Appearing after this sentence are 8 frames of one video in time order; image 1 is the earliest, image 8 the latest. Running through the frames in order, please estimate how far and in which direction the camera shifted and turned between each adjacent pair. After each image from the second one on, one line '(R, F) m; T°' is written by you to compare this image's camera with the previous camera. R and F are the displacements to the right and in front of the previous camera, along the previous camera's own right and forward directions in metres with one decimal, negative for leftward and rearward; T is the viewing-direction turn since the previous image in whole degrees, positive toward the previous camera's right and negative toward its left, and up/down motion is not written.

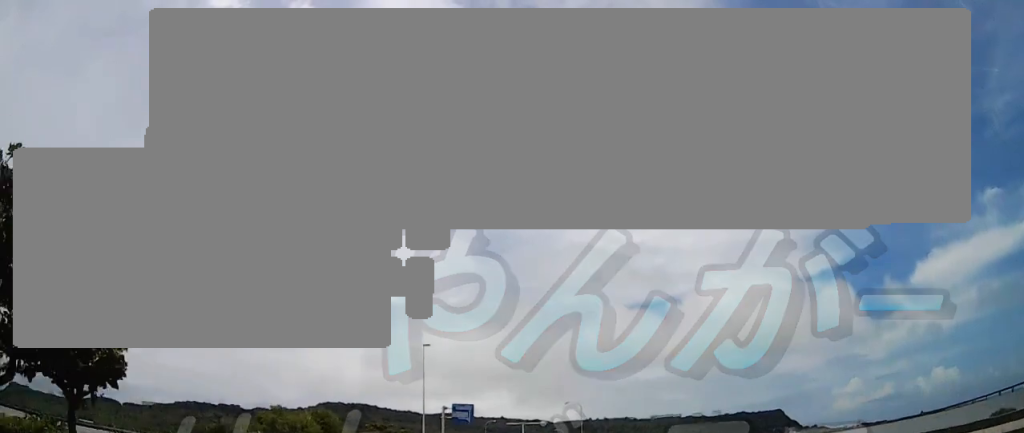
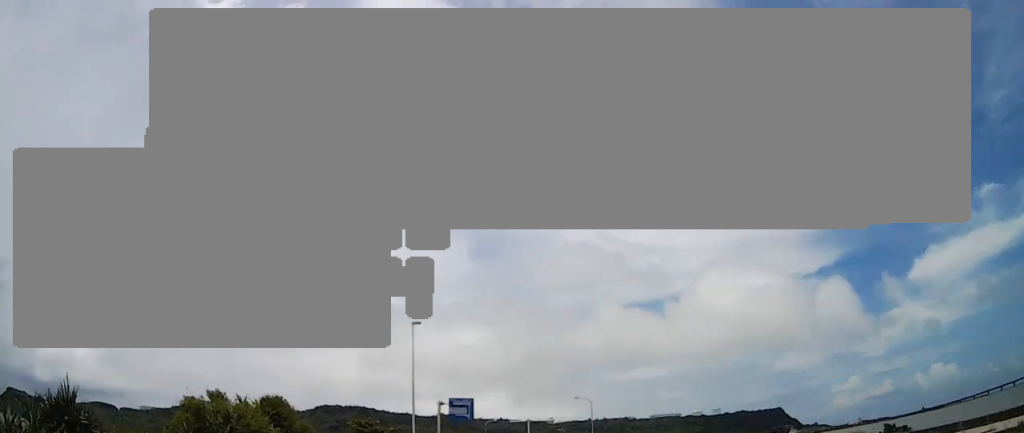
(-0.2, +10.0) m; +2°
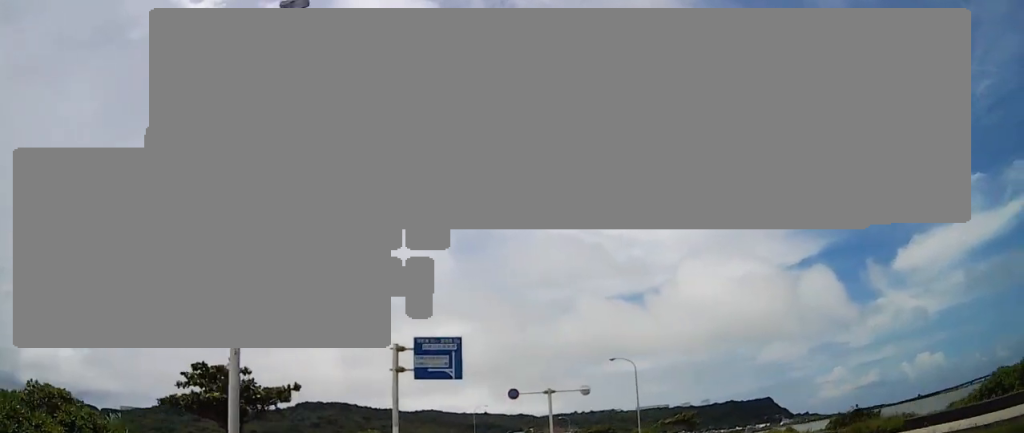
(+0.7, +31.9) m; +1°
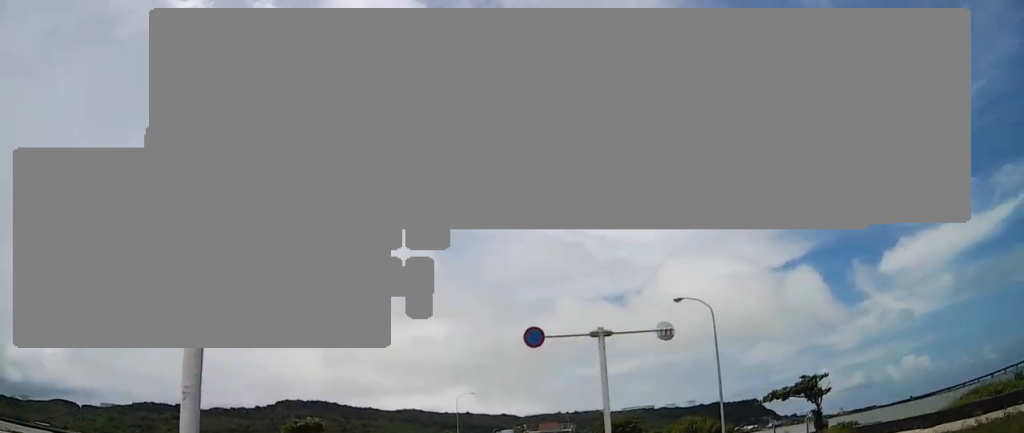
(+0.7, +24.1) m; +2°
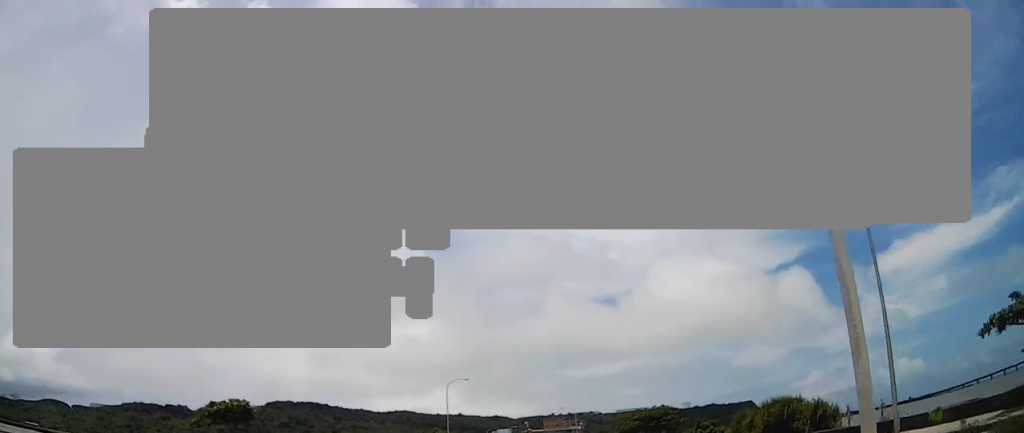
(0.0, +17.6) m; 0°
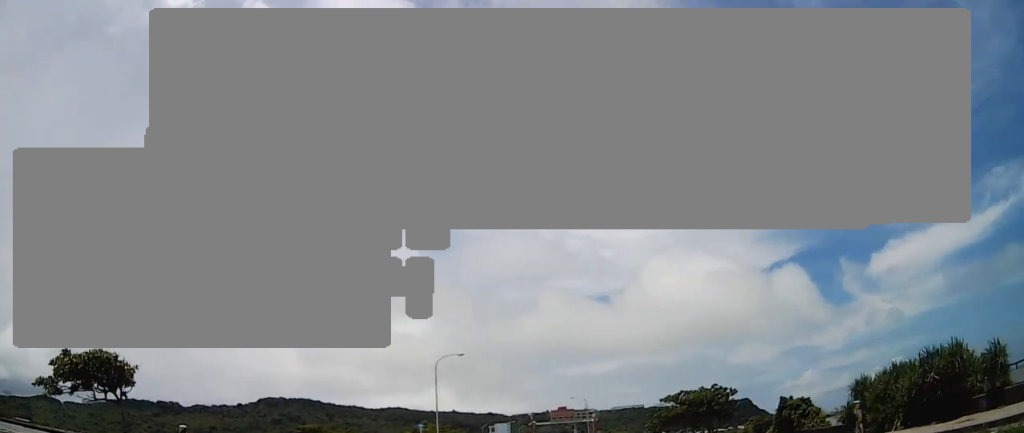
(0.0, +15.9) m; 0°
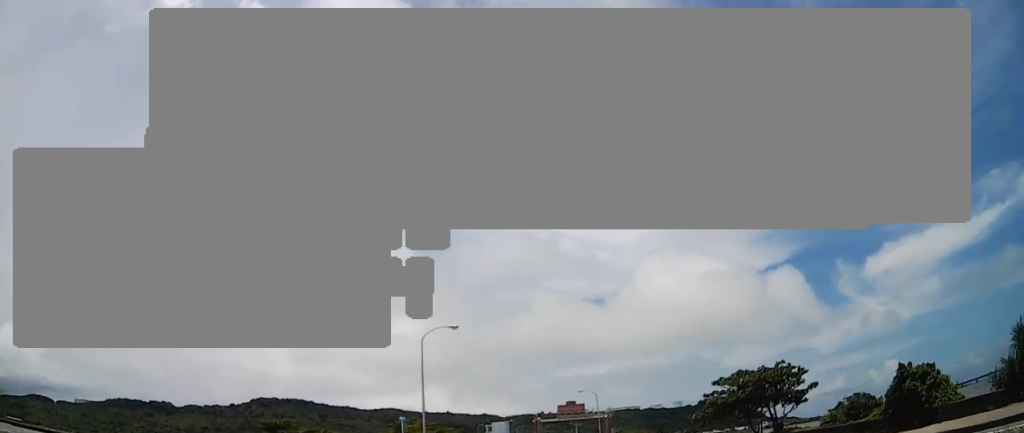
(0.0, +12.1) m; +1°
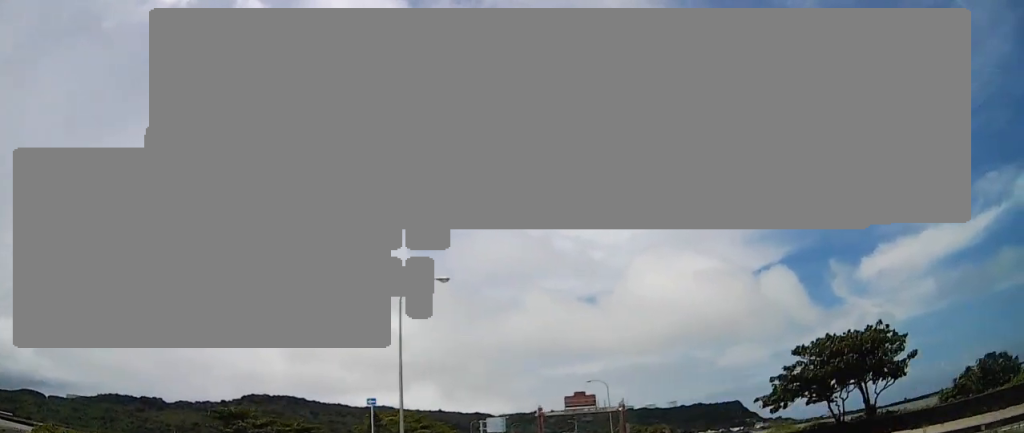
(+0.1, +11.1) m; 0°
